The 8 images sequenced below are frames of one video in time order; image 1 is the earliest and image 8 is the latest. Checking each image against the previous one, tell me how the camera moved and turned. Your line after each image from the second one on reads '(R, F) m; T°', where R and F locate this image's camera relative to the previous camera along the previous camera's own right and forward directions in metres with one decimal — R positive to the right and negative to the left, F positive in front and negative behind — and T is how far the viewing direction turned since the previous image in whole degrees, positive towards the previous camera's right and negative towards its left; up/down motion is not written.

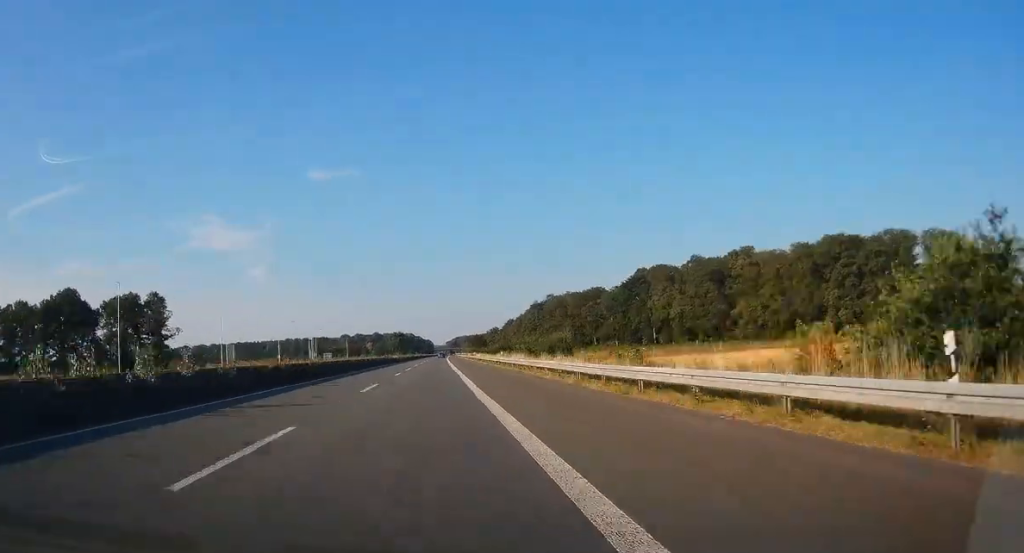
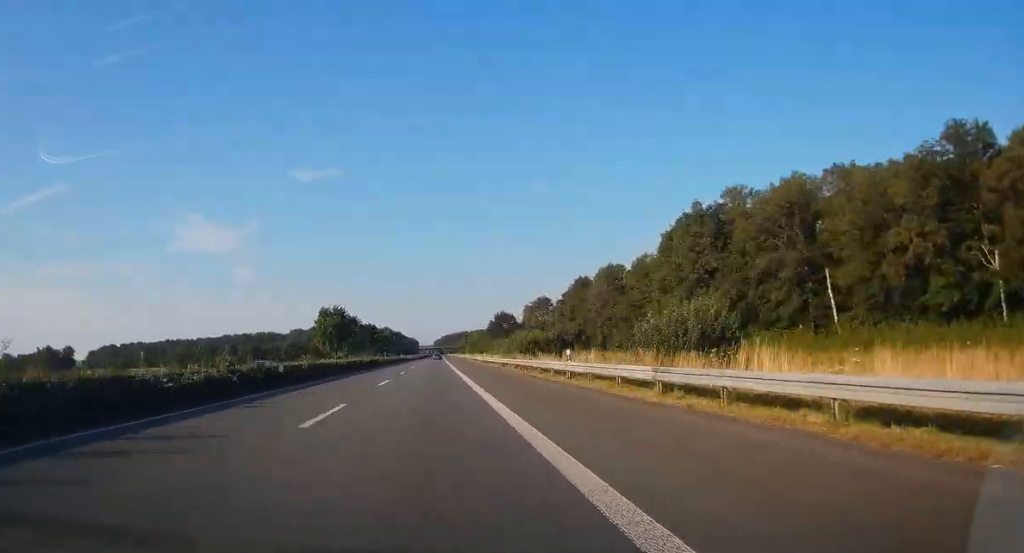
(+1.8, +225.3) m; +1°
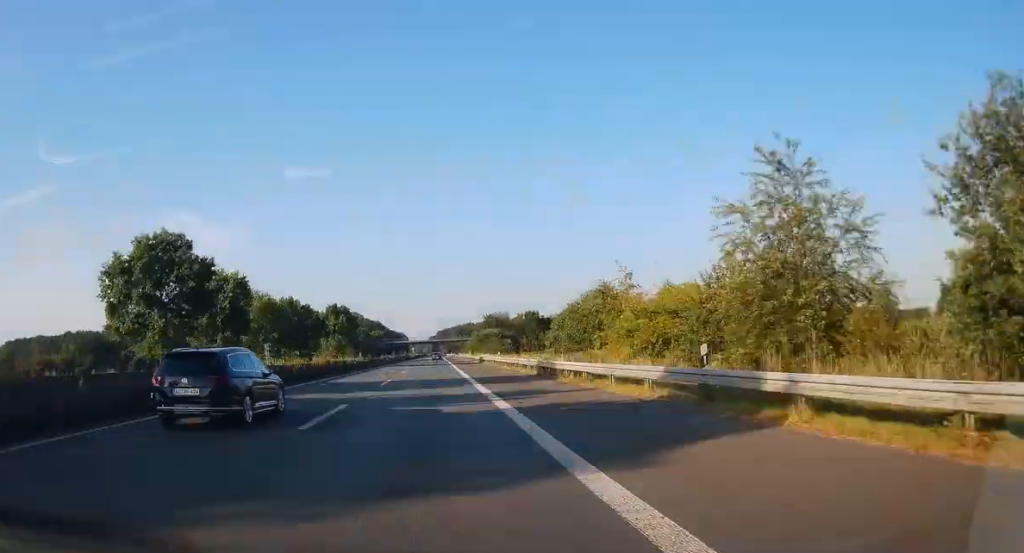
(+0.4, +212.4) m; 0°
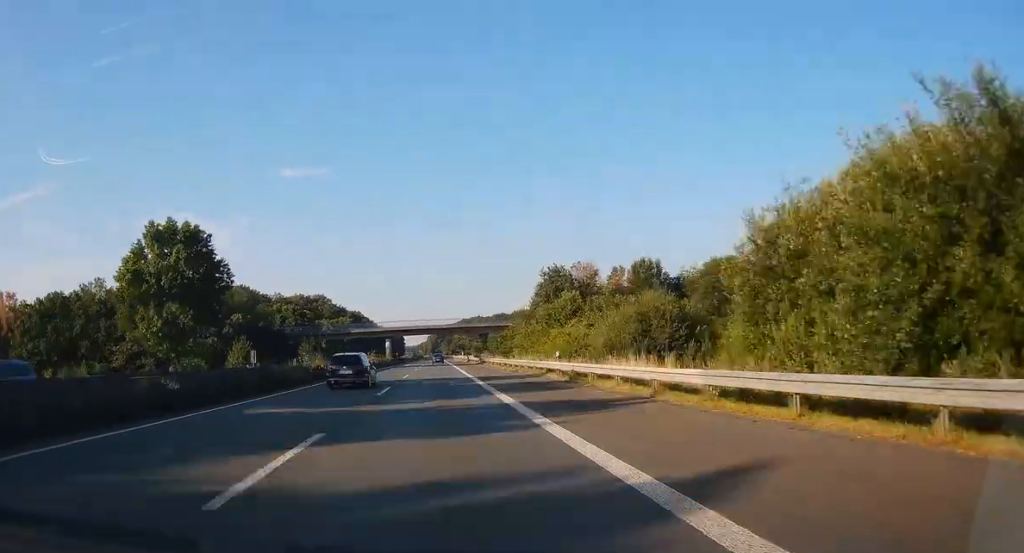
(+0.3, +130.8) m; 0°
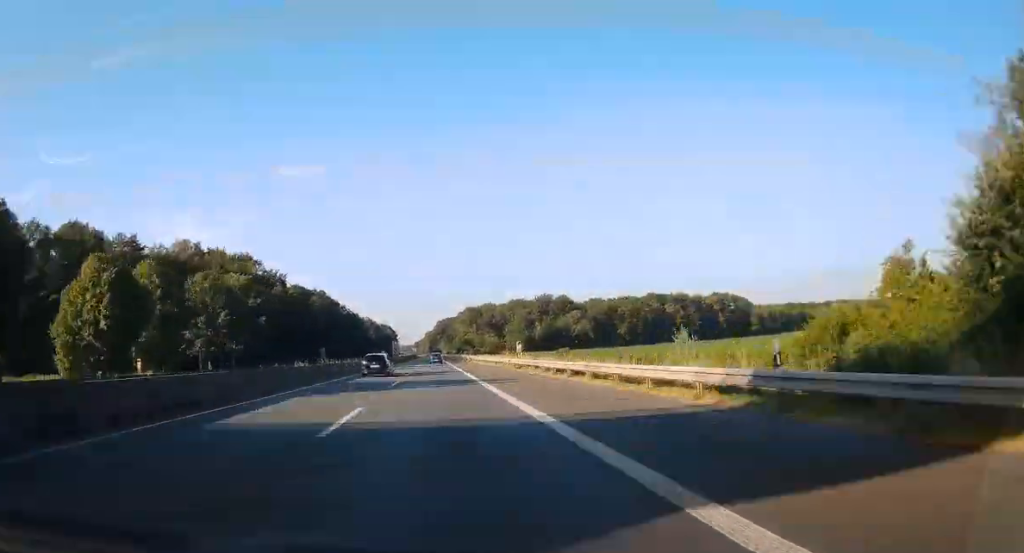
(+0.4, +118.0) m; 0°
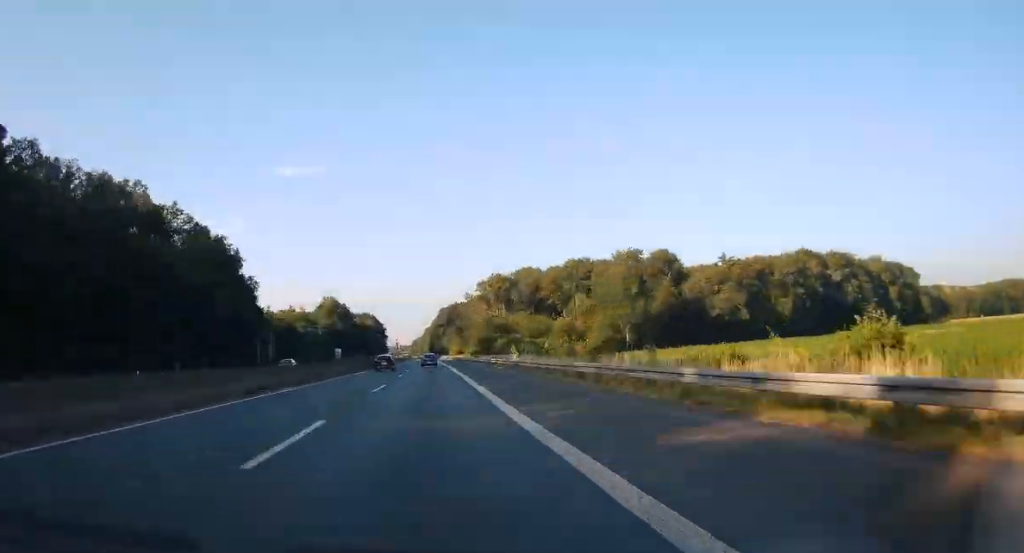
(0.0, +160.6) m; 0°
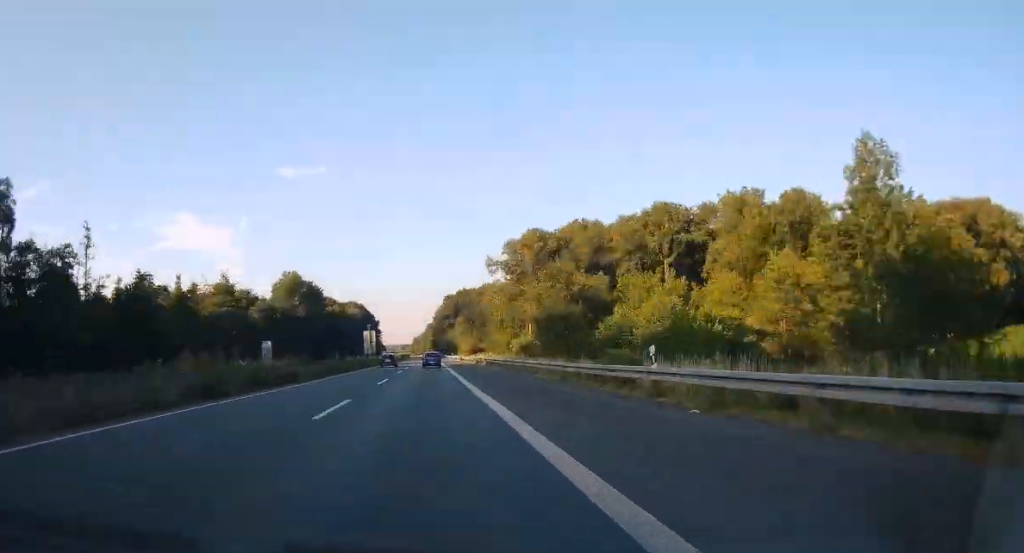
(-0.1, +79.9) m; 0°
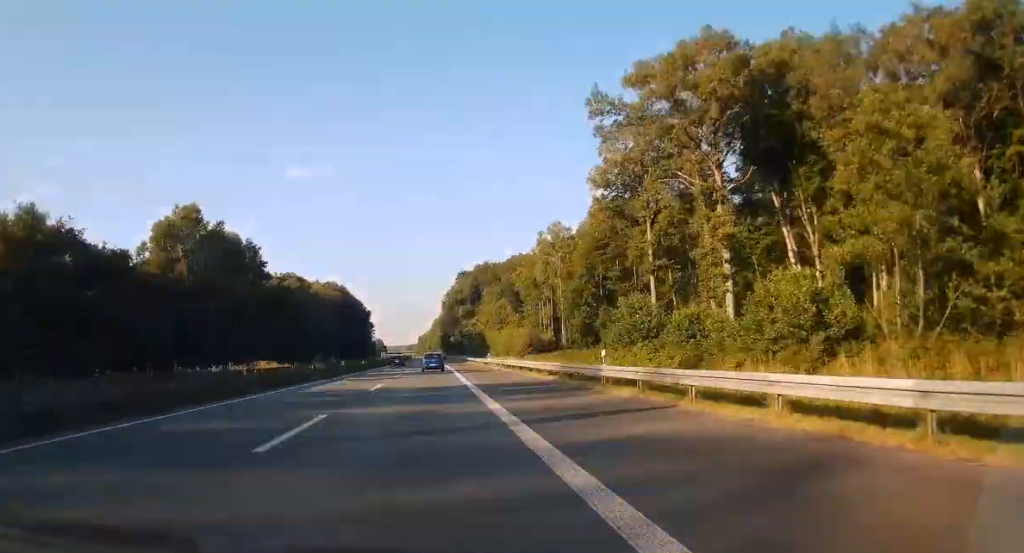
(-0.4, +91.2) m; -1°
